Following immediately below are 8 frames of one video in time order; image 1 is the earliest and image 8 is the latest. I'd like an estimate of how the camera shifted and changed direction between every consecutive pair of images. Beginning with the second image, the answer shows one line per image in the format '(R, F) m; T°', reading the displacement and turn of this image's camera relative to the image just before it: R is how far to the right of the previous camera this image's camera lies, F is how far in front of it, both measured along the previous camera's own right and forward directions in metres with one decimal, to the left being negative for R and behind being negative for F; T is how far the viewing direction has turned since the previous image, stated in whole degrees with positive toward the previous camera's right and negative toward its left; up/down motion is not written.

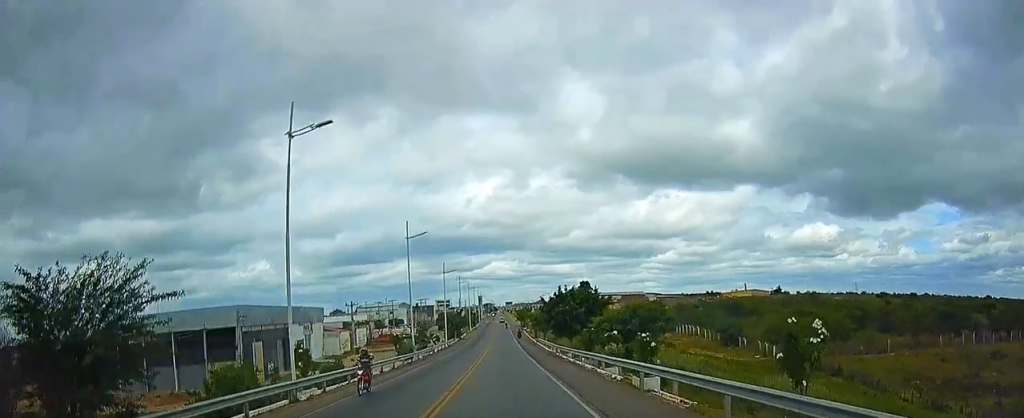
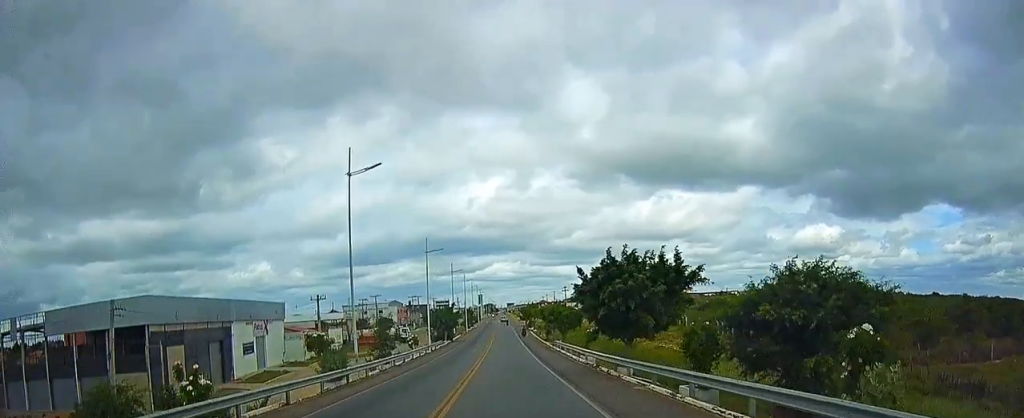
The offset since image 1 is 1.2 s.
(+0.2, +21.1) m; 0°
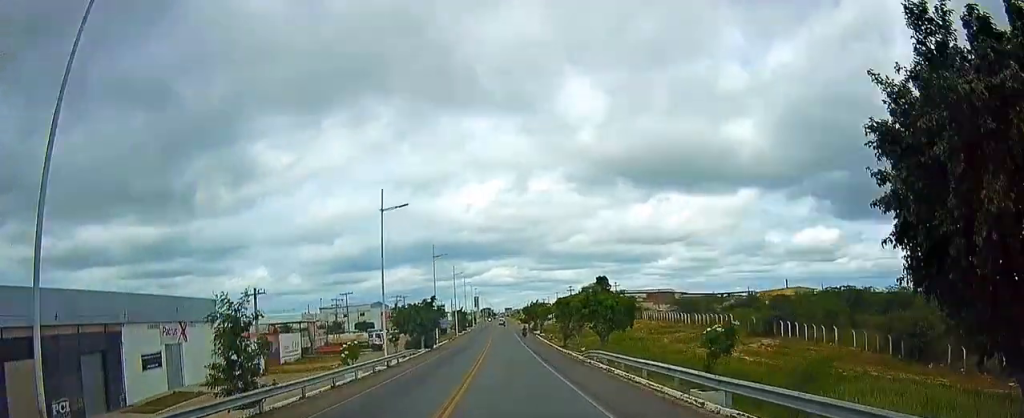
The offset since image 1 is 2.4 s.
(-0.4, +22.4) m; -1°
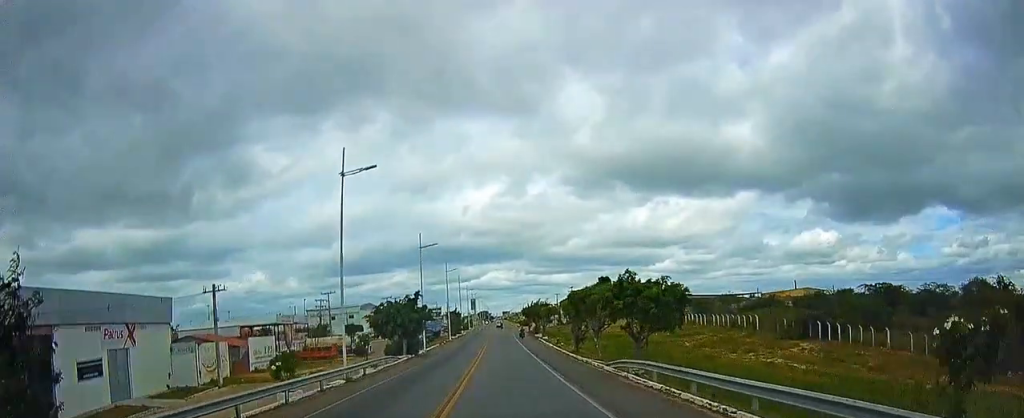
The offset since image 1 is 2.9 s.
(0.0, +9.6) m; 0°
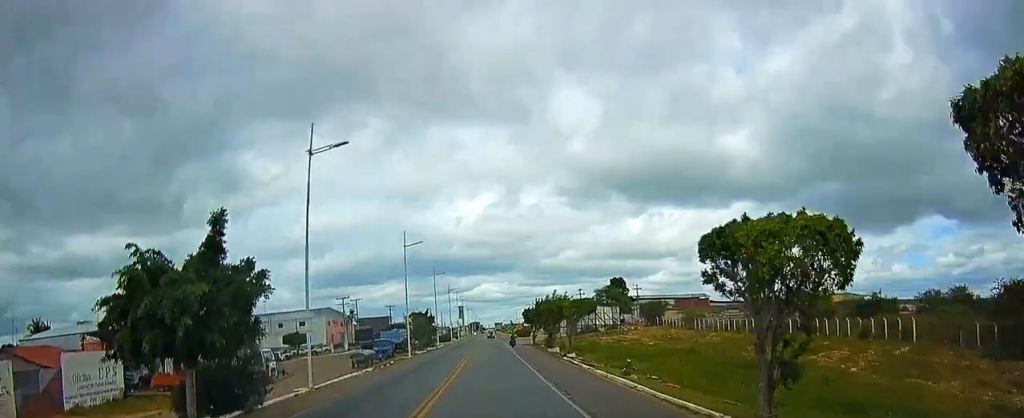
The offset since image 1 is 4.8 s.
(+0.2, +34.0) m; +2°
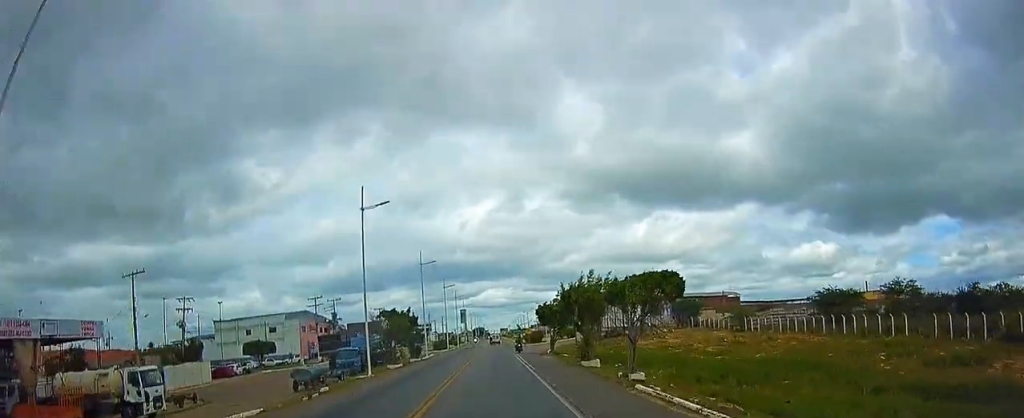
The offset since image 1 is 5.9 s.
(+0.3, +19.4) m; 0°
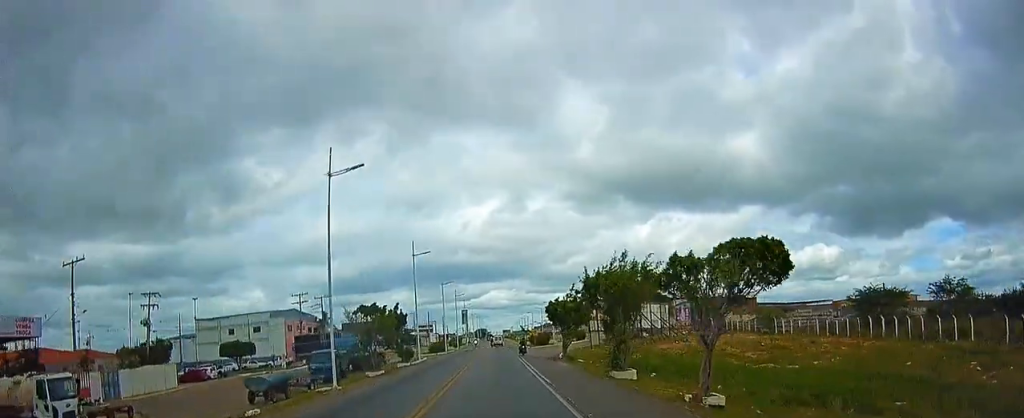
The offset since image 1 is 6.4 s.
(-0.2, +8.8) m; 0°
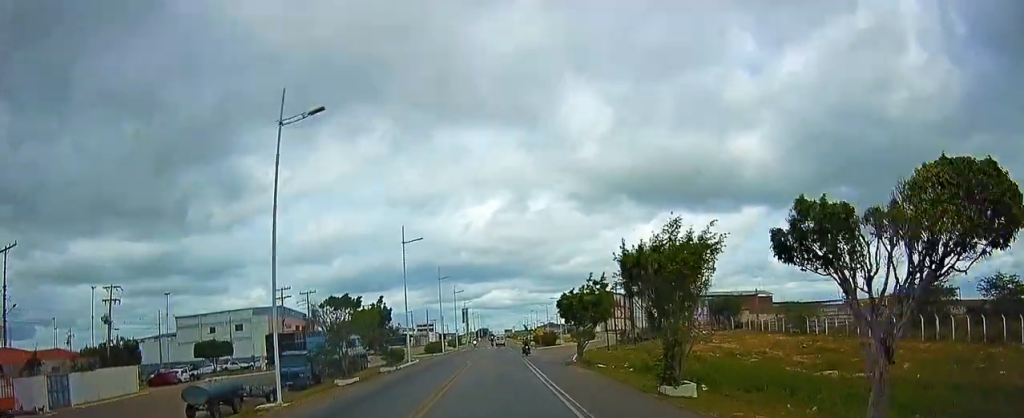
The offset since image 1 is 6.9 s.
(0.0, +8.0) m; 0°
